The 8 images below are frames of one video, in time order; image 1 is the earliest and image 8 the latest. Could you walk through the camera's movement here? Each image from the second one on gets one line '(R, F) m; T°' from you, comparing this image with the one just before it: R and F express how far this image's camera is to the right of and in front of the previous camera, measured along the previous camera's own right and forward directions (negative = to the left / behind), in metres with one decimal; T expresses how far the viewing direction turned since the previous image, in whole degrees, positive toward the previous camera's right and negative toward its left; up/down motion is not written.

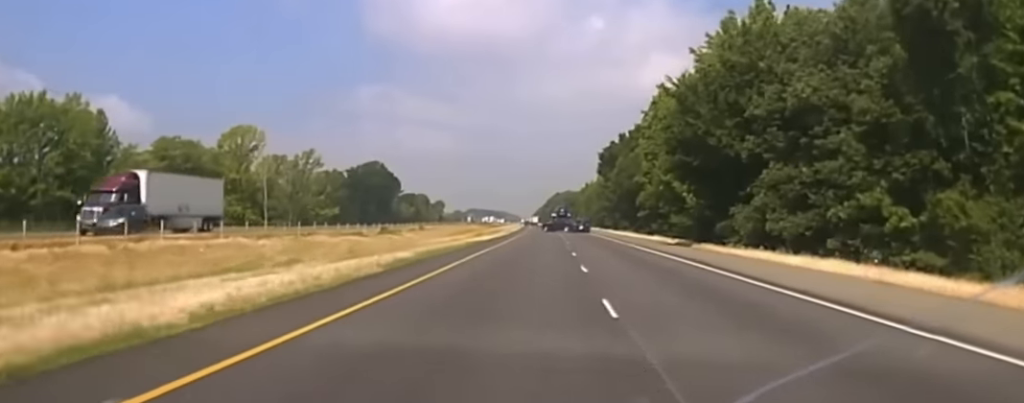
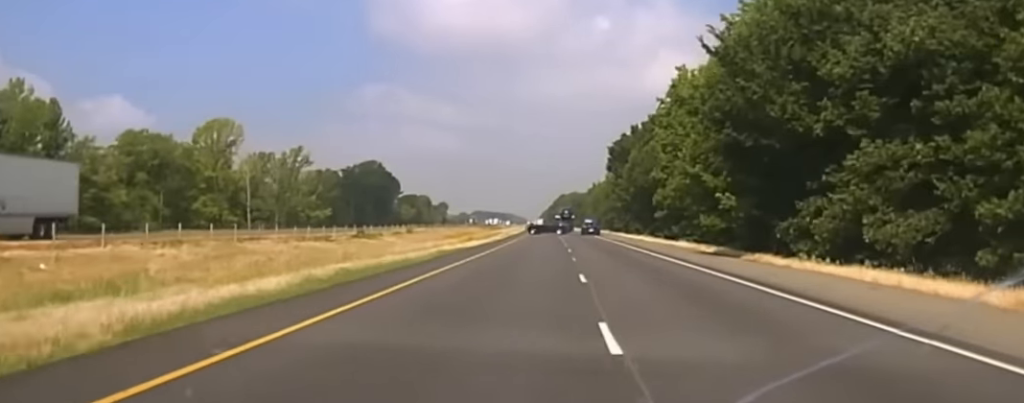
(-0.1, +19.6) m; 0°
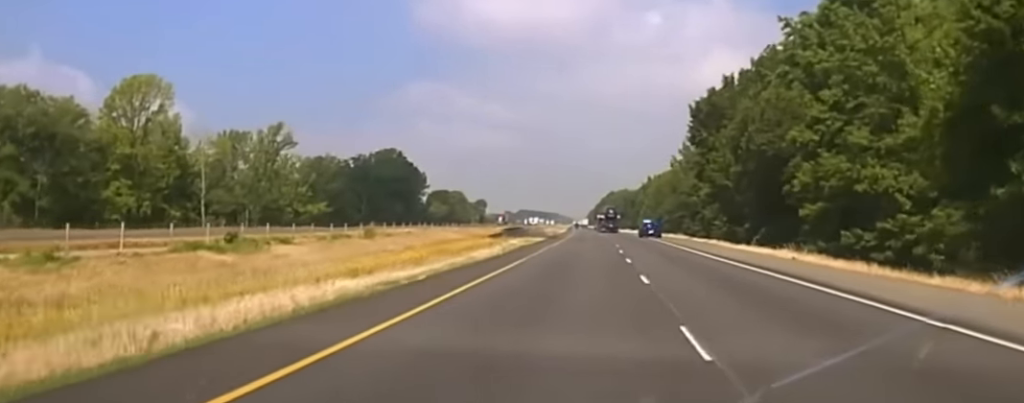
(-0.9, +52.0) m; -1°
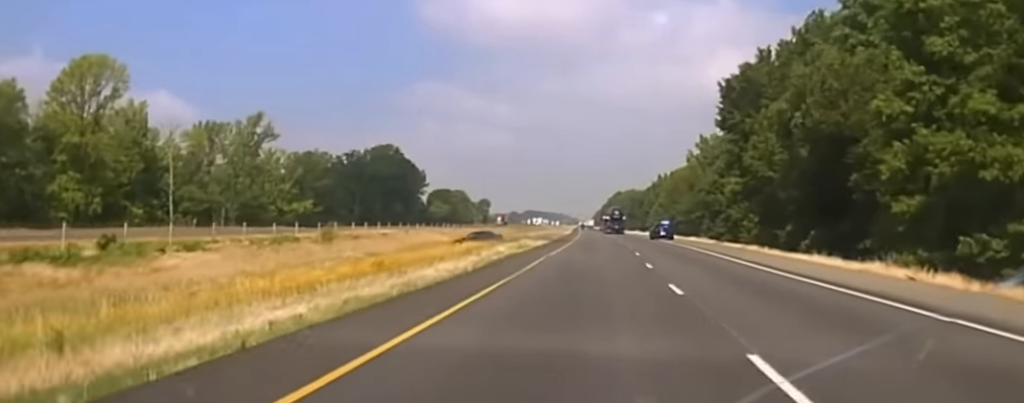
(0.0, +18.0) m; 0°
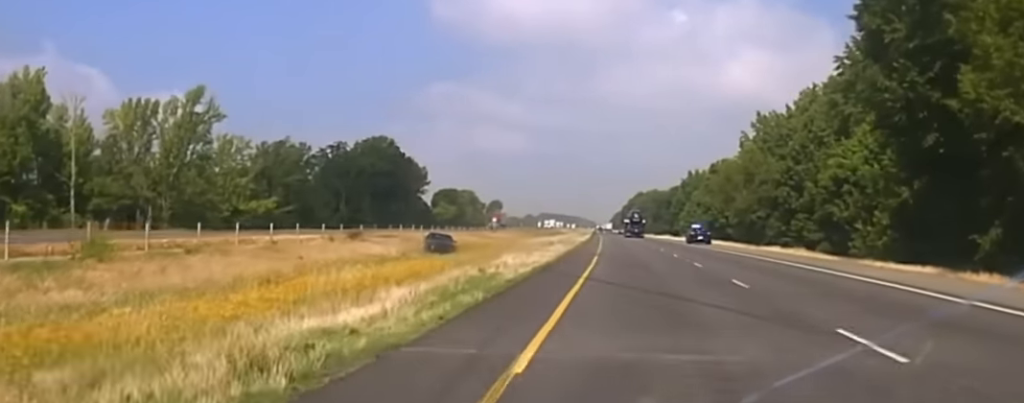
(0.0, +41.5) m; 0°
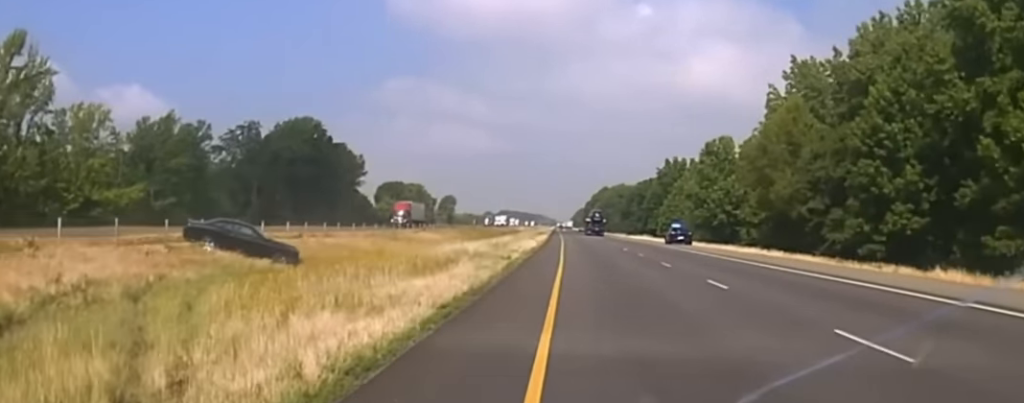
(0.0, +43.1) m; 0°
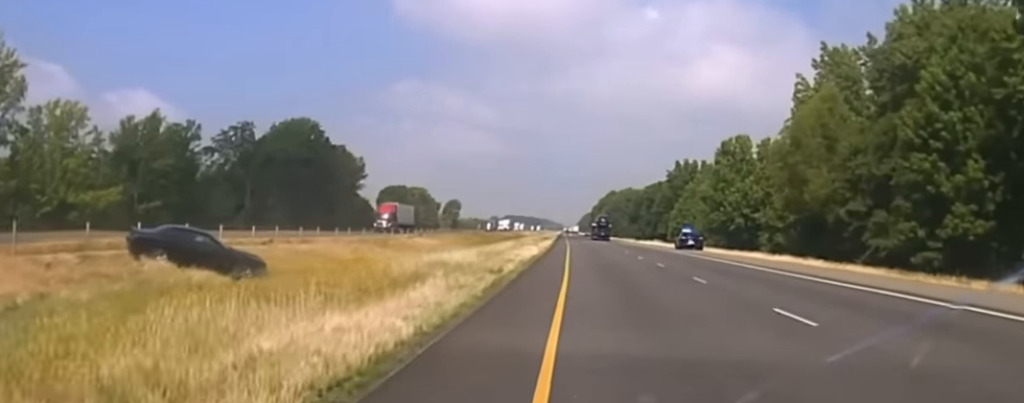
(0.0, +8.7) m; 0°
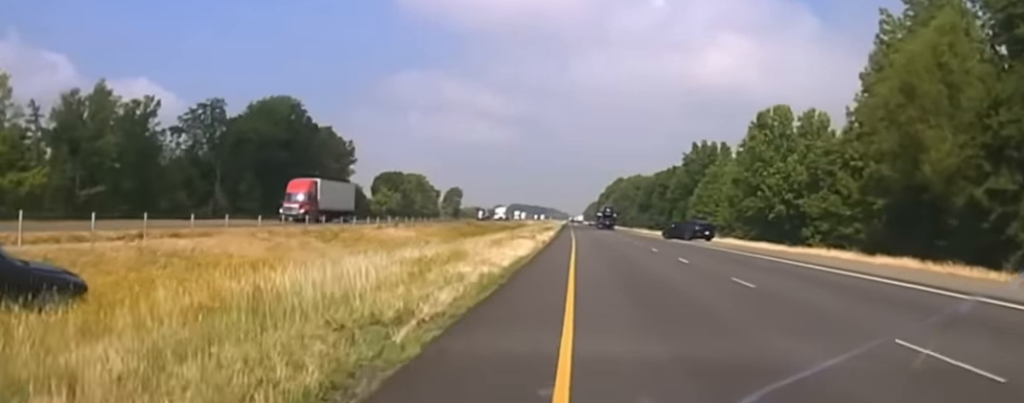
(0.0, +19.3) m; 0°
